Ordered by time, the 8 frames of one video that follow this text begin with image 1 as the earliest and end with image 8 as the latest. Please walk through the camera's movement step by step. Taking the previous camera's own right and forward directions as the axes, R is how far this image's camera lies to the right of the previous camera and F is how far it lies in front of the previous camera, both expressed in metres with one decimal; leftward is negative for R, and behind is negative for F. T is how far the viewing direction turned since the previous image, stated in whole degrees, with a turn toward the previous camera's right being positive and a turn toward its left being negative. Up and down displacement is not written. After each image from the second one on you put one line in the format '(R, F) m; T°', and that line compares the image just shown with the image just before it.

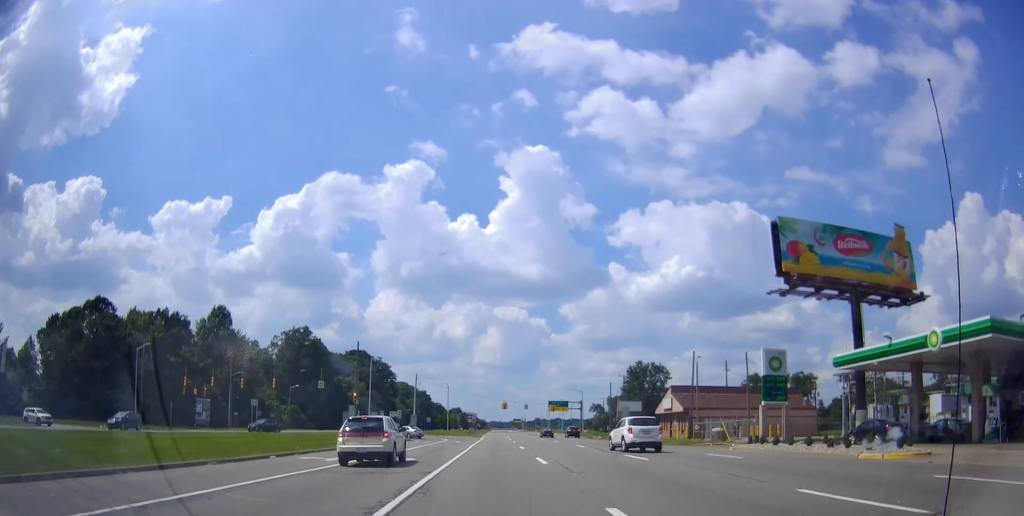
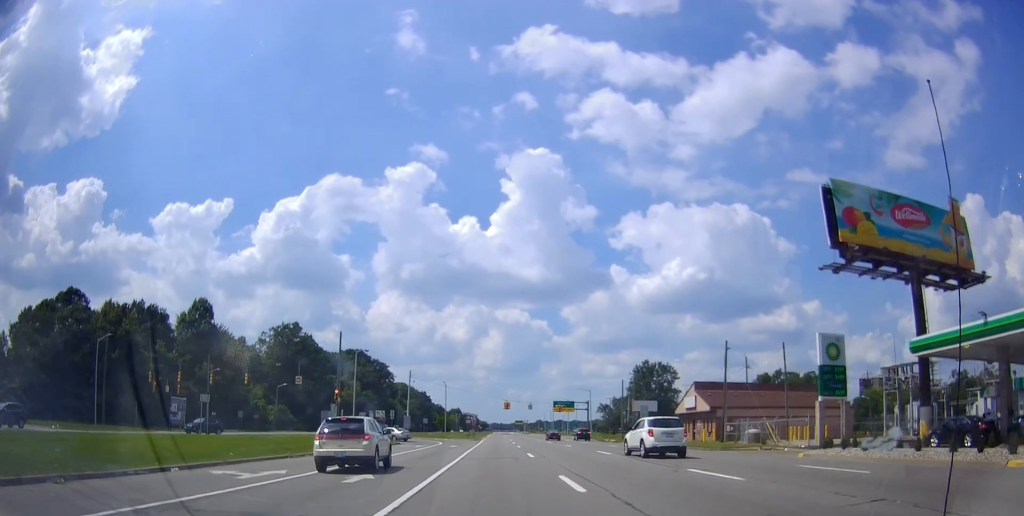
(0.0, +8.6) m; 0°
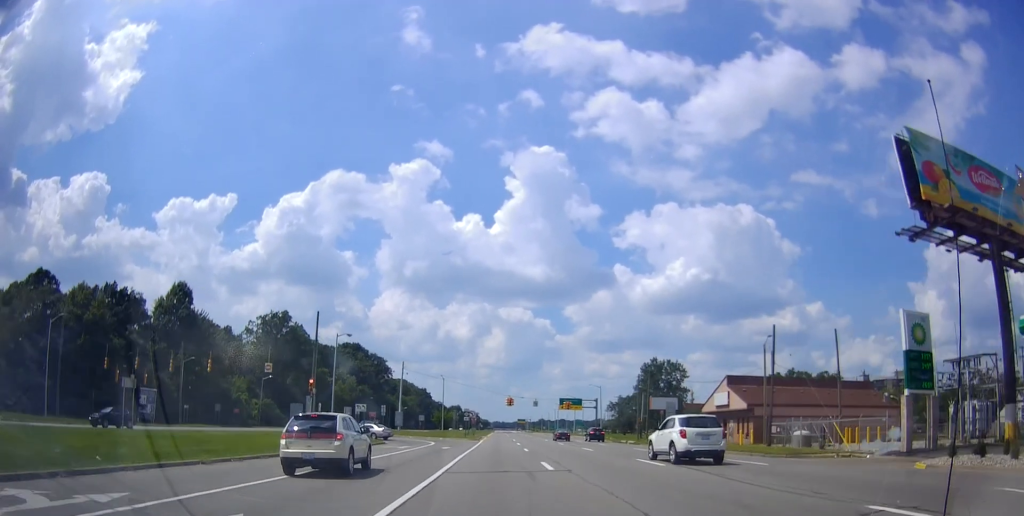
(+0.3, +9.2) m; 0°
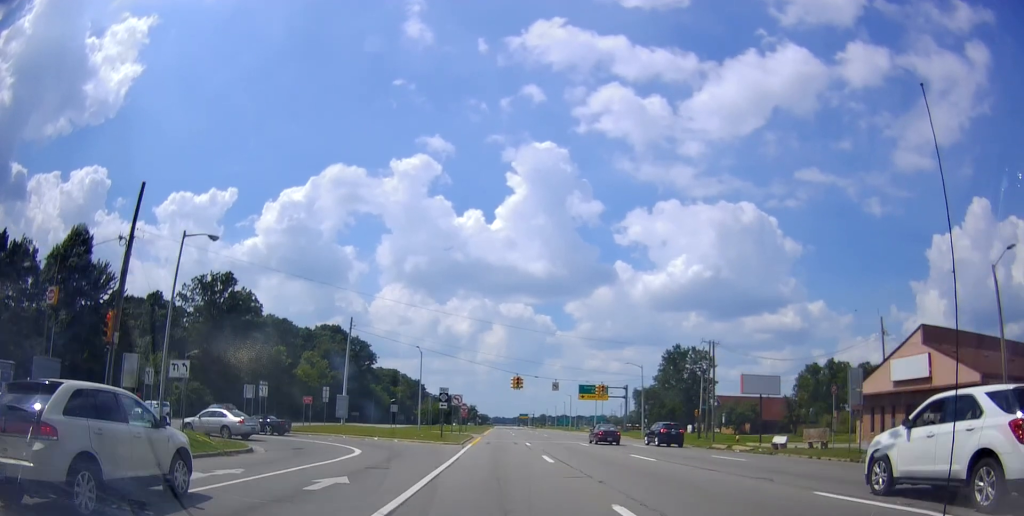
(-0.2, +30.6) m; +1°
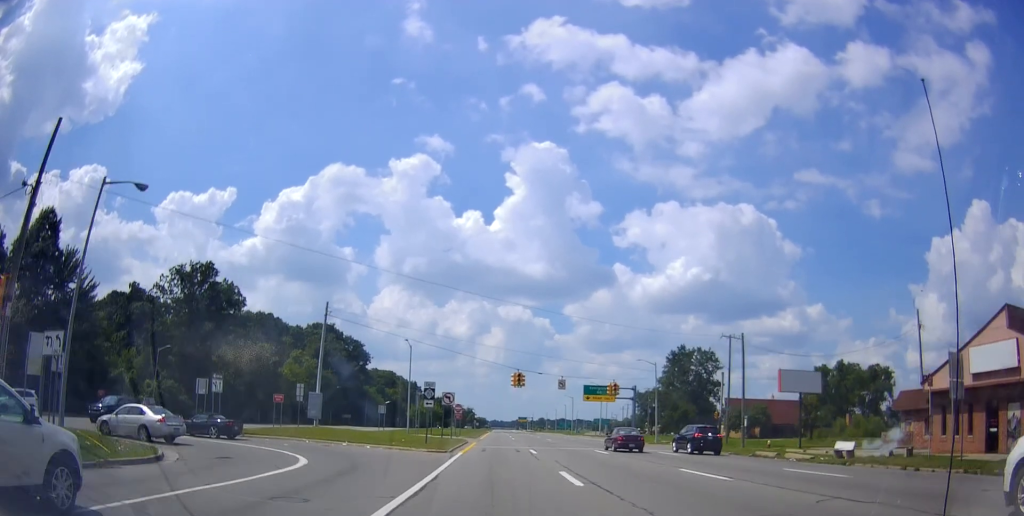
(+0.1, +8.4) m; +1°
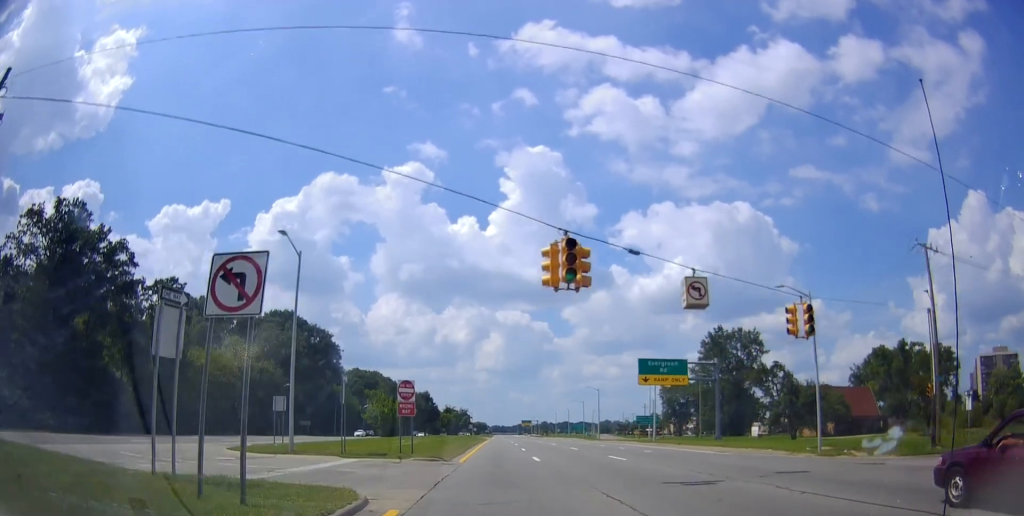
(0.0, +36.0) m; 0°
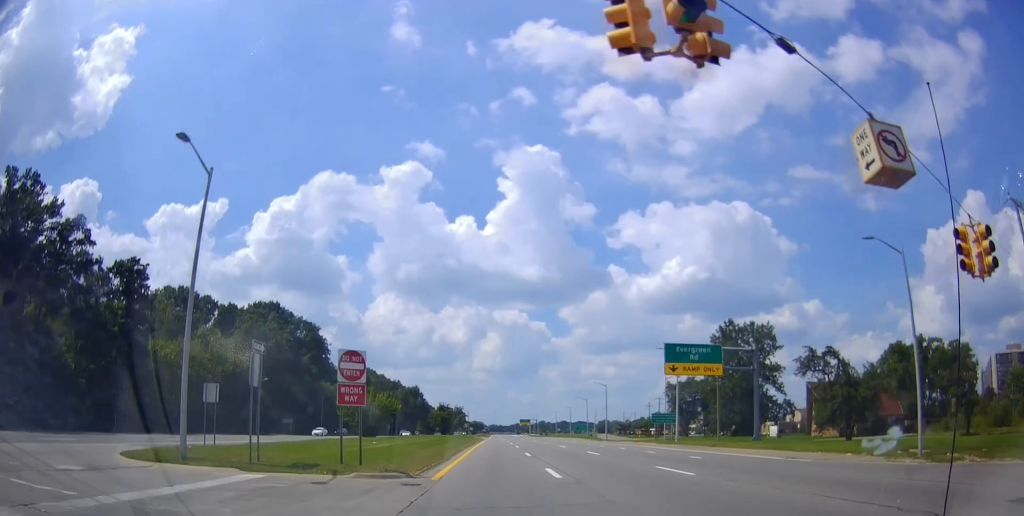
(0.0, +9.2) m; 0°
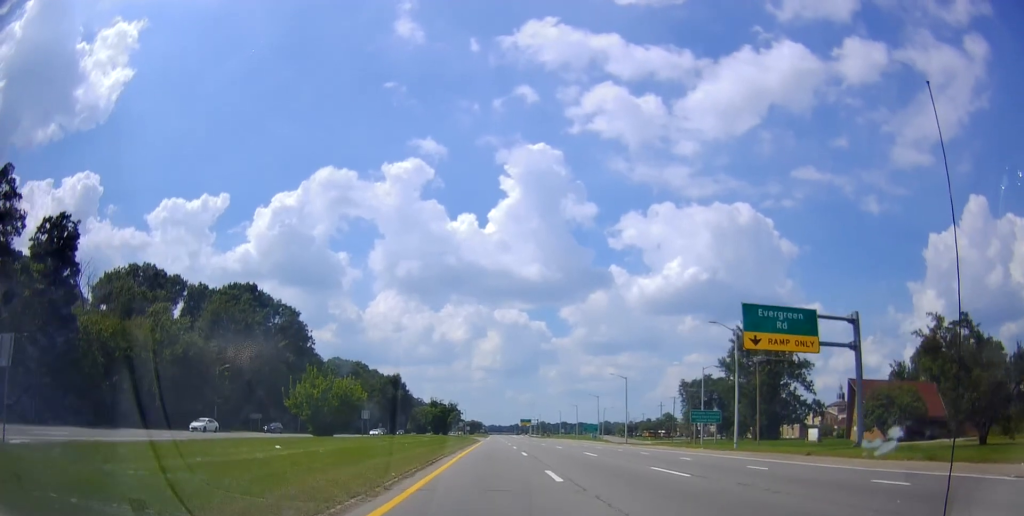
(0.0, +14.5) m; 0°
